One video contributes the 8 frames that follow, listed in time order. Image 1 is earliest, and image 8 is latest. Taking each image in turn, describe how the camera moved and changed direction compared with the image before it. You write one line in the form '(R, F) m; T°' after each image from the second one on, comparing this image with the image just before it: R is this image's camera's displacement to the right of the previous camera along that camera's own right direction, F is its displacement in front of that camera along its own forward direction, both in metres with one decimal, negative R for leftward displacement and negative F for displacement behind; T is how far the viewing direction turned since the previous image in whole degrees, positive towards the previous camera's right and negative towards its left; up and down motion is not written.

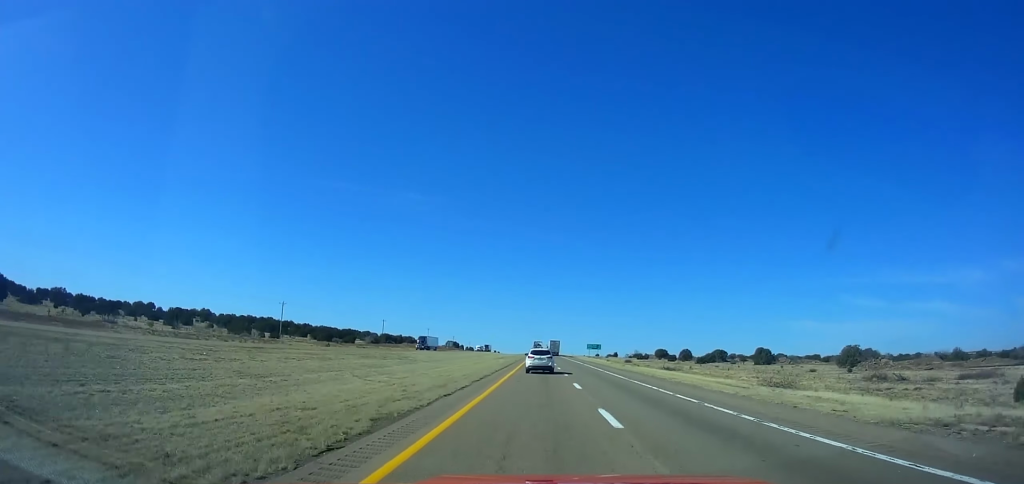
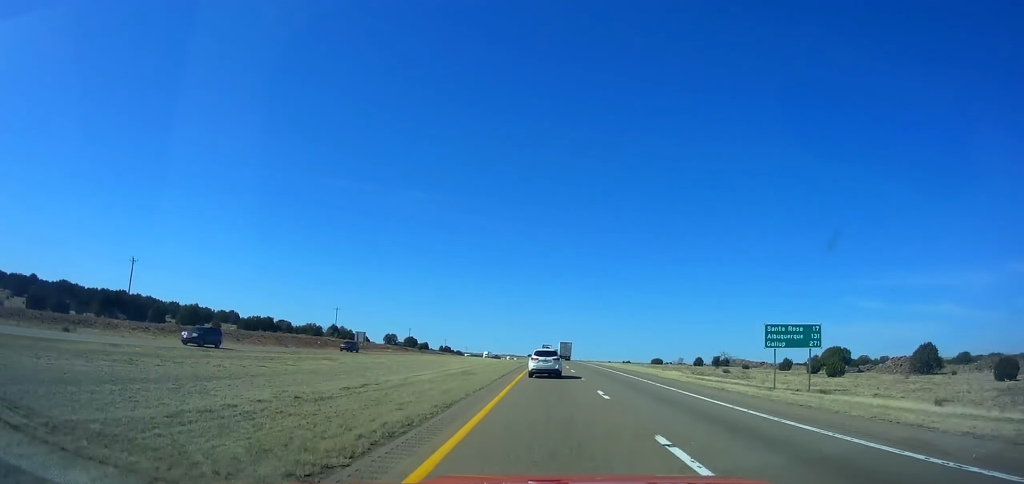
(-0.3, +161.8) m; 0°
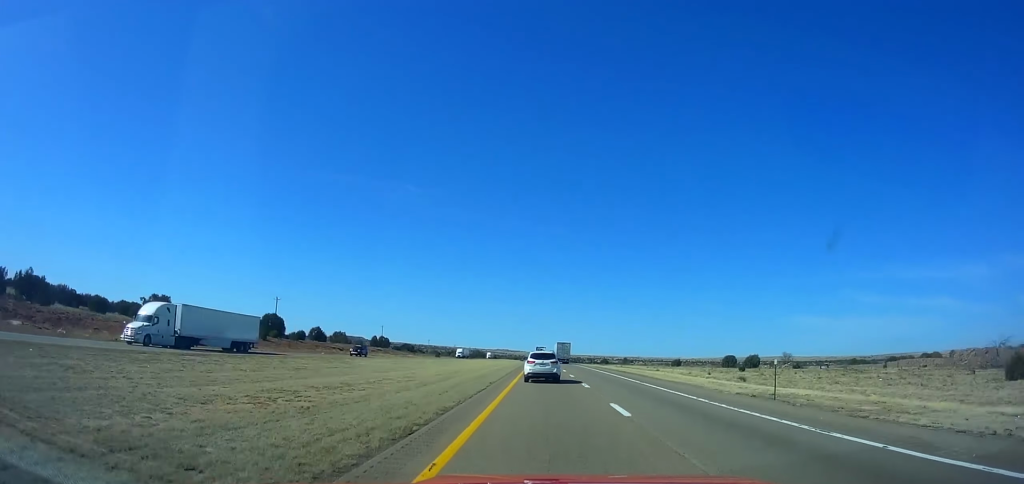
(+0.2, +139.3) m; 0°
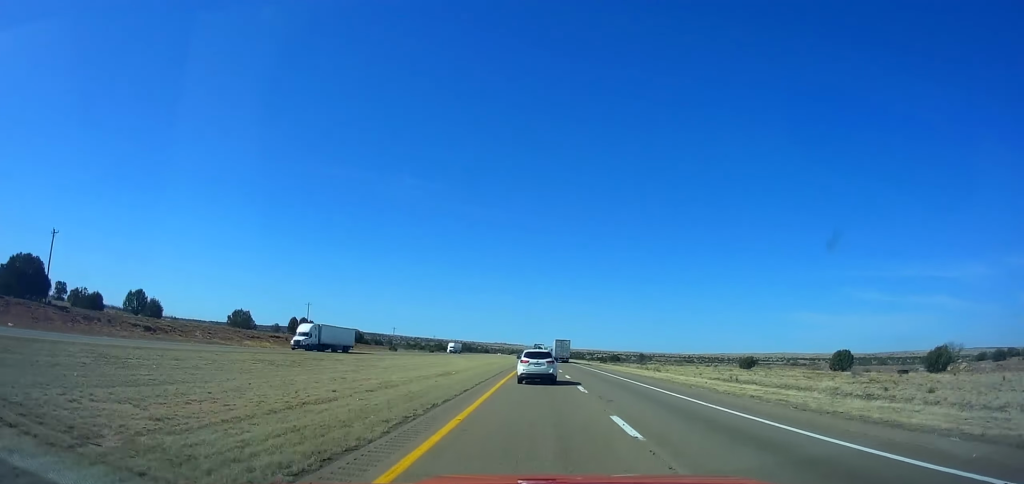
(-0.1, +76.4) m; 0°
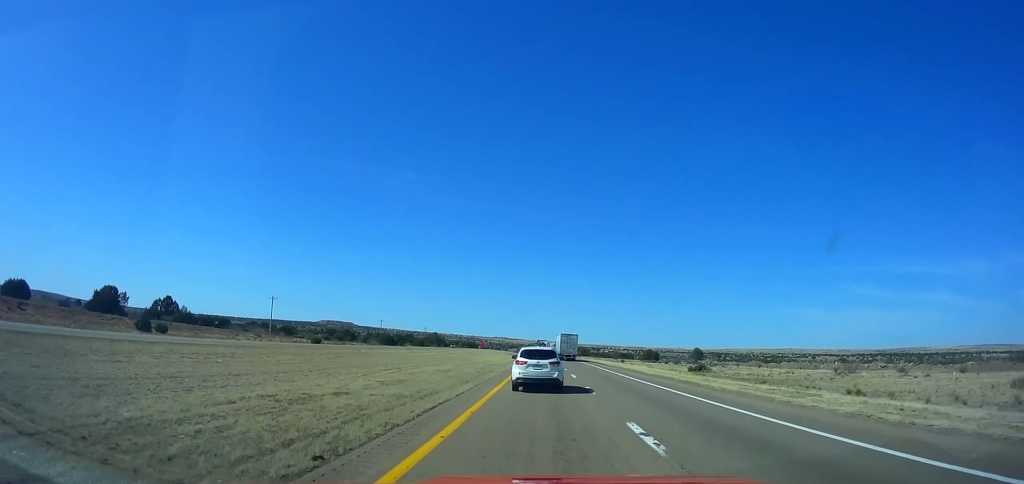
(+0.4, +121.9) m; 0°
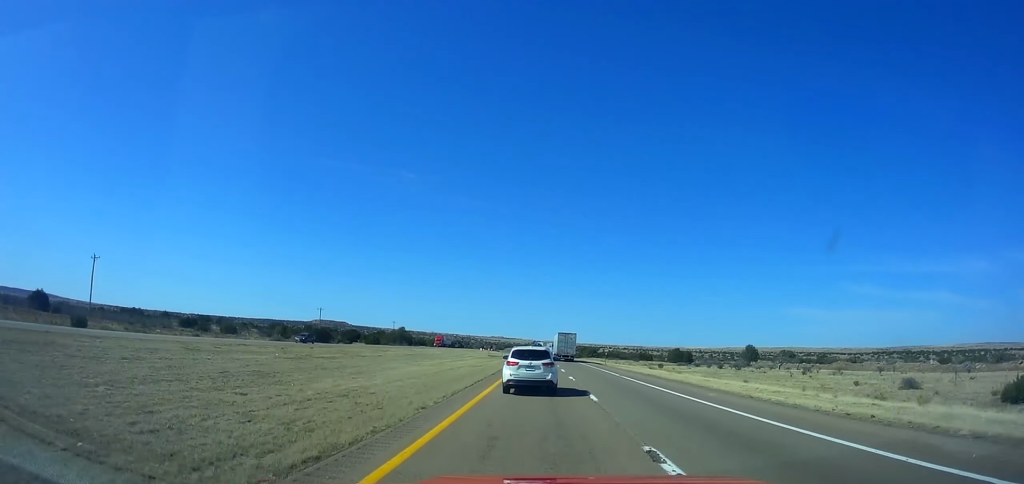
(+0.1, +64.5) m; 0°
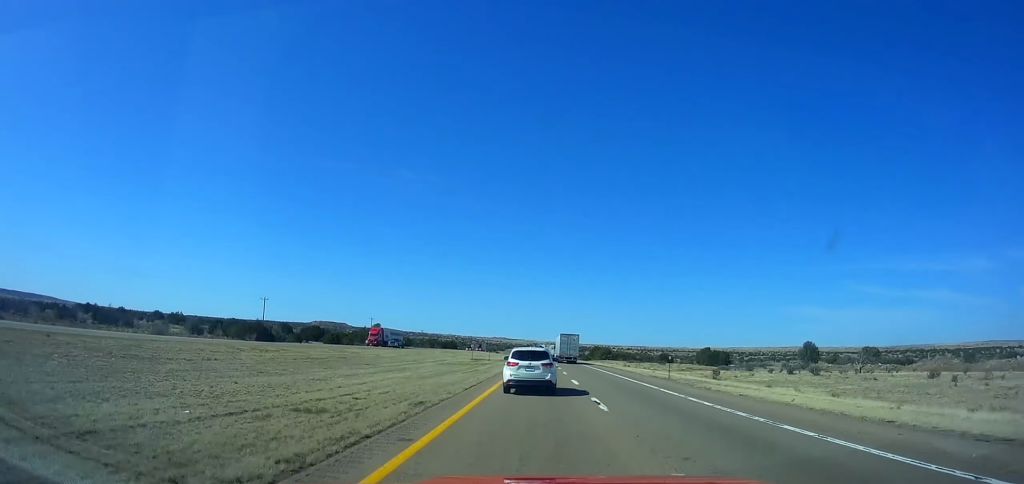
(0.0, +39.7) m; 0°
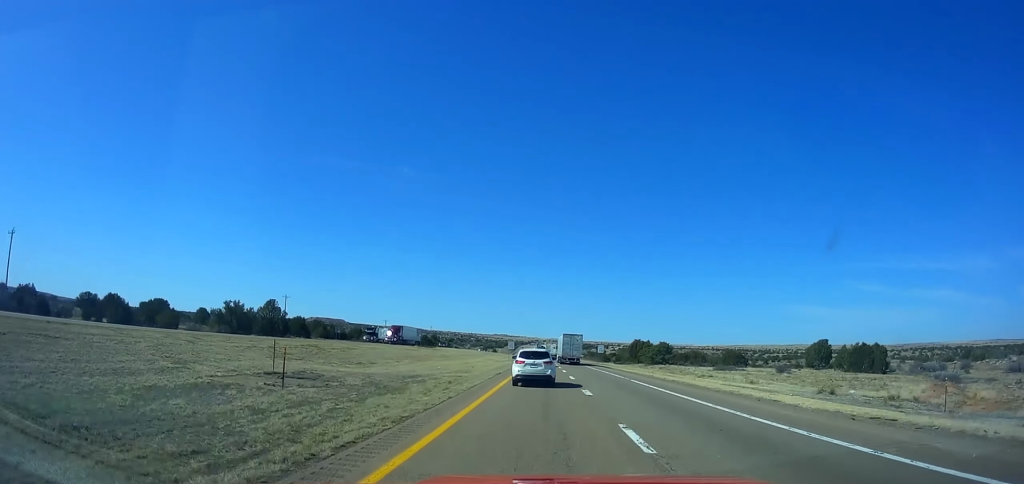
(-0.3, +82.6) m; 0°
